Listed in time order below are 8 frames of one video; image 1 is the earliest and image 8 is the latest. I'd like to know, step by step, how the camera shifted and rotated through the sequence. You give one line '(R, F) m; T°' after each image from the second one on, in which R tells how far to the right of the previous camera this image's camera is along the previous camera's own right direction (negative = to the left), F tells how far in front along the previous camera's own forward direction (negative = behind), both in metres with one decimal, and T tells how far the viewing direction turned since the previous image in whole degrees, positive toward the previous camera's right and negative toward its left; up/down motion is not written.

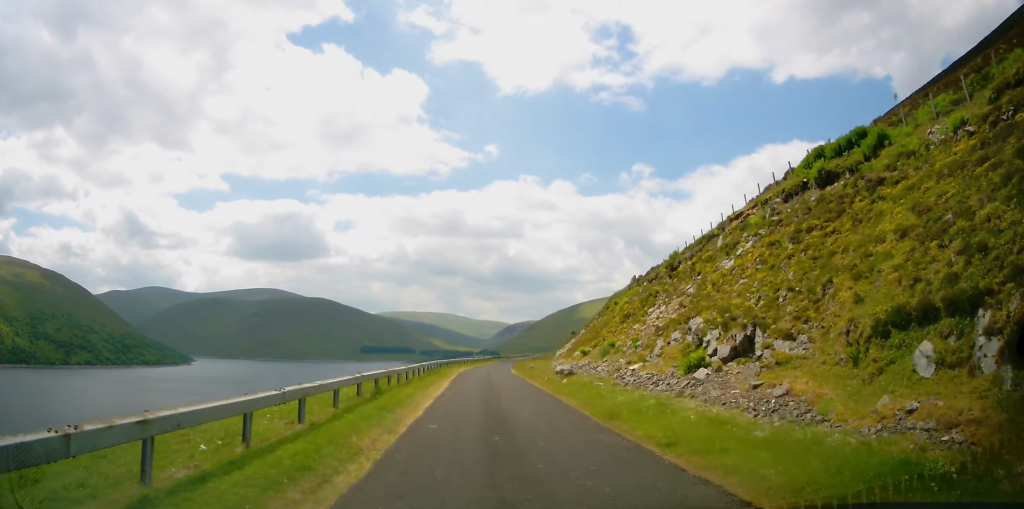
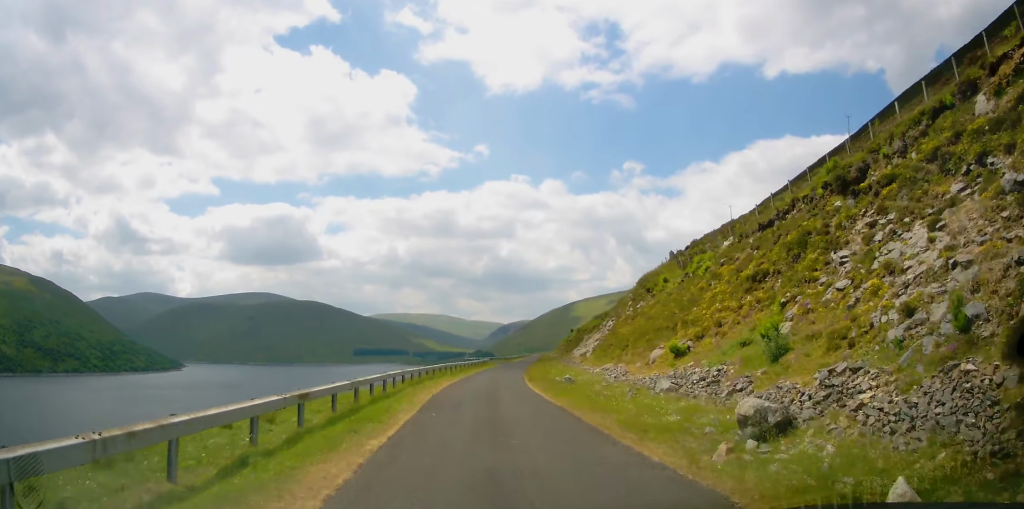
(-0.3, +19.3) m; +1°
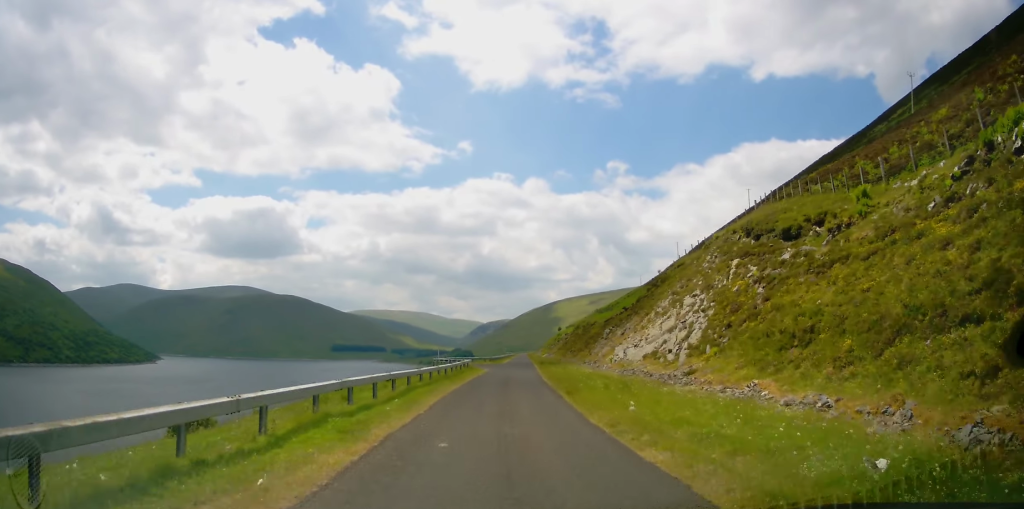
(+1.1, +26.0) m; +4°
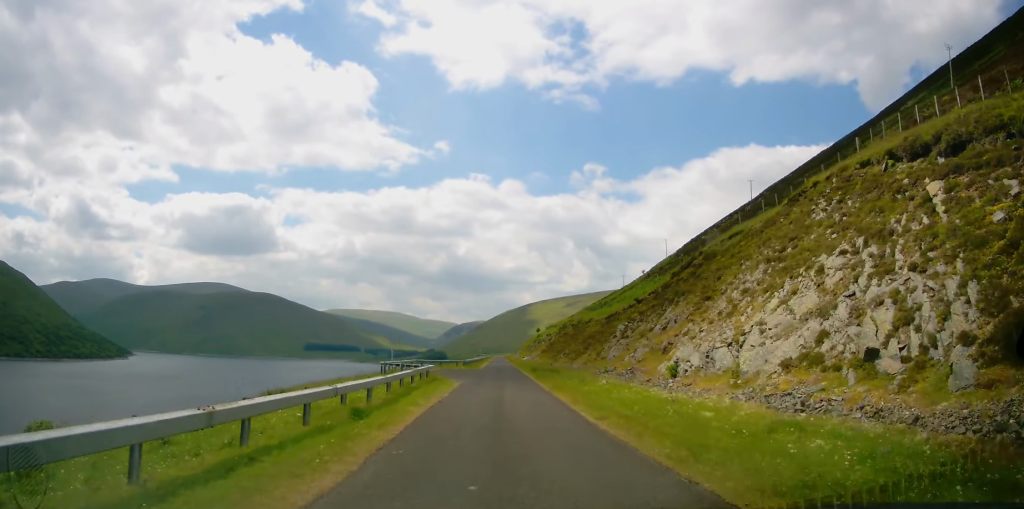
(+0.2, +15.7) m; +1°
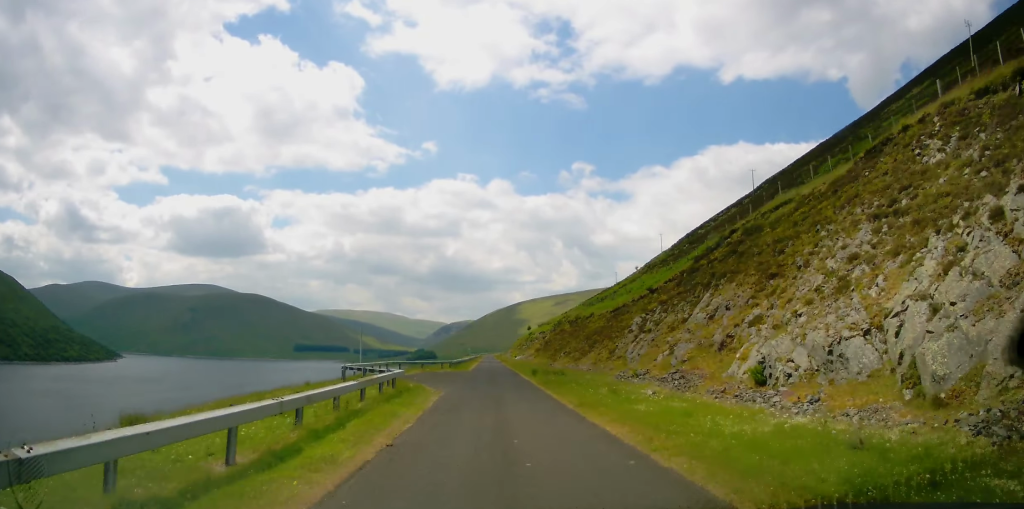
(0.0, +7.6) m; +1°
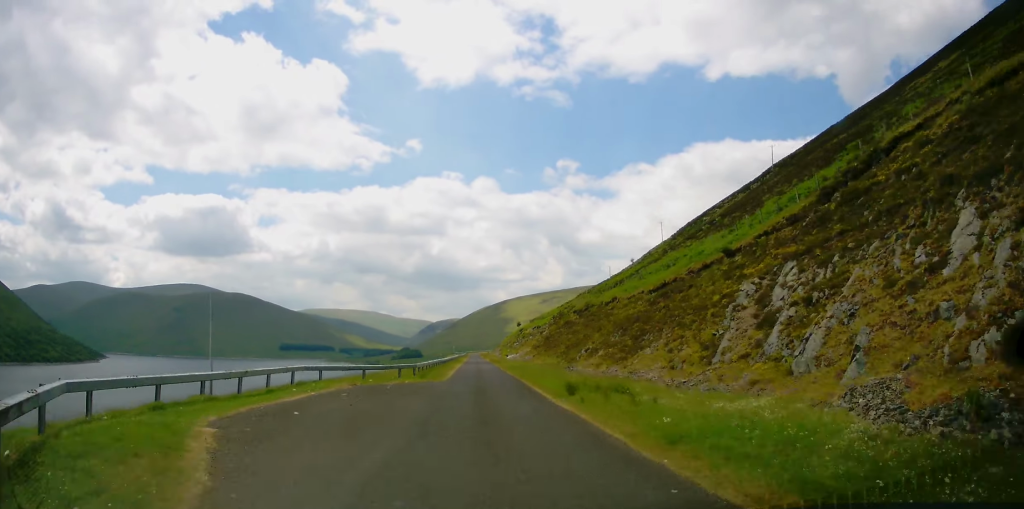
(+0.2, +17.3) m; +1°
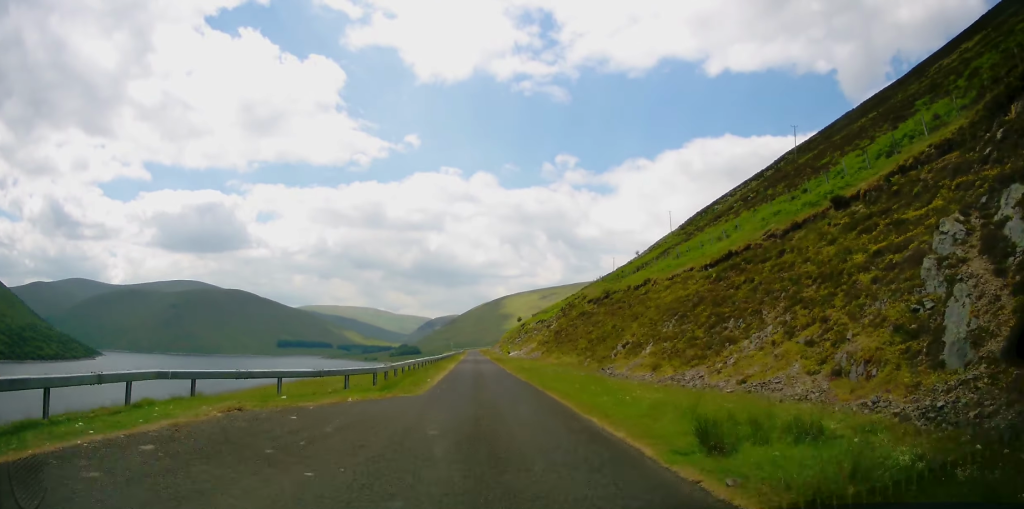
(+0.1, +10.3) m; +1°
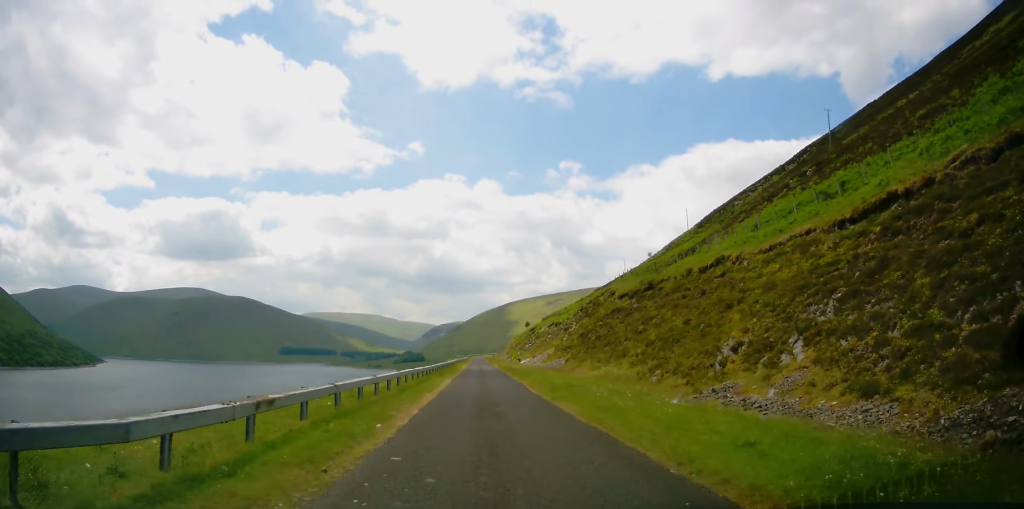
(0.0, +12.3) m; -1°
